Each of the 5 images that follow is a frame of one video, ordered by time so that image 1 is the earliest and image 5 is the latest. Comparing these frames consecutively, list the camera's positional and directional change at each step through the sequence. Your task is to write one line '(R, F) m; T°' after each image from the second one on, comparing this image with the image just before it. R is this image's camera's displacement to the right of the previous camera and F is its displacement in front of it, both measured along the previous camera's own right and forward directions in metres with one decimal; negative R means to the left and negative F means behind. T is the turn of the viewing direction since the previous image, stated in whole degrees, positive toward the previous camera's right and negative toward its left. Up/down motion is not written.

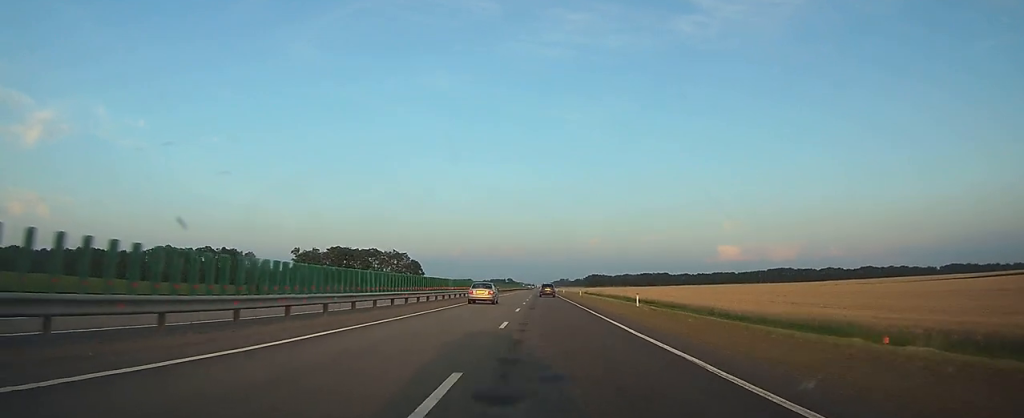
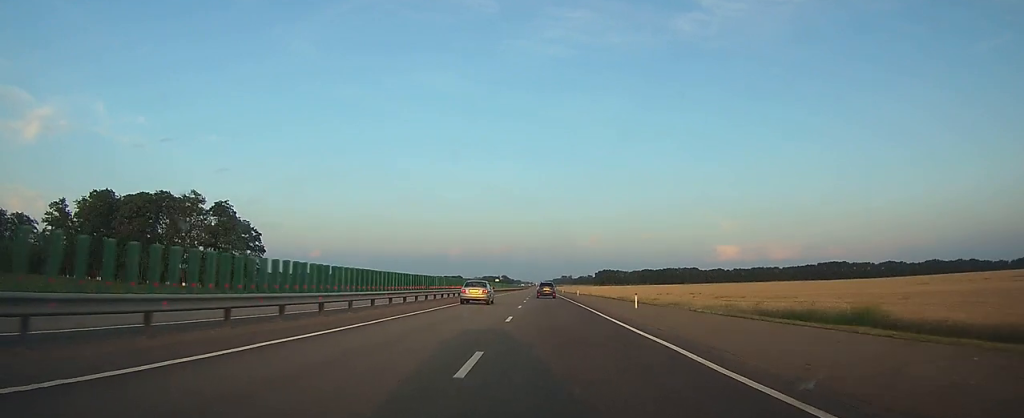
(+0.8, +152.5) m; 0°
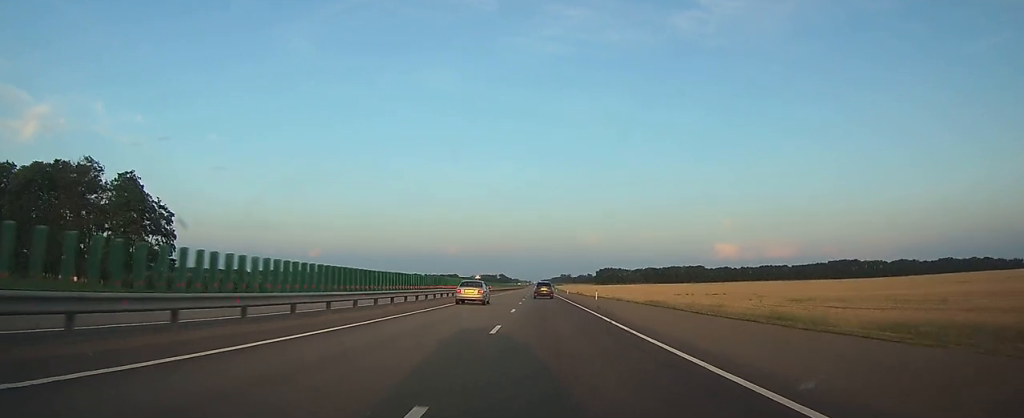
(+0.1, +28.9) m; 0°
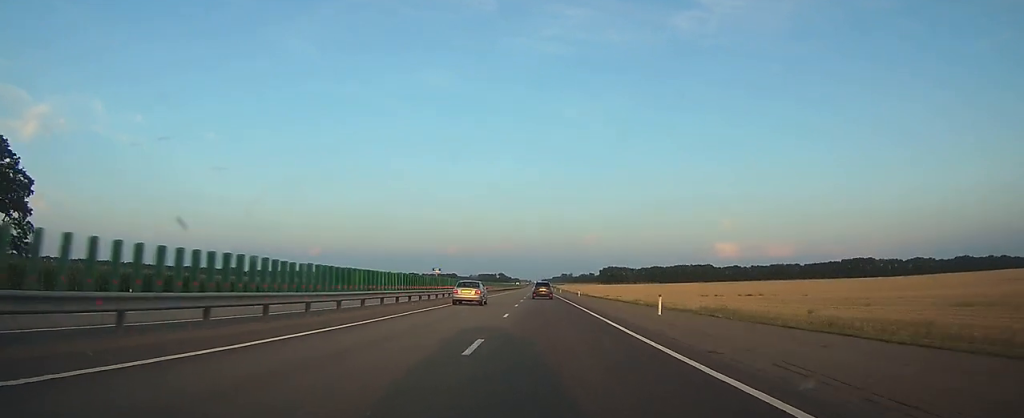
(0.0, +28.7) m; 0°
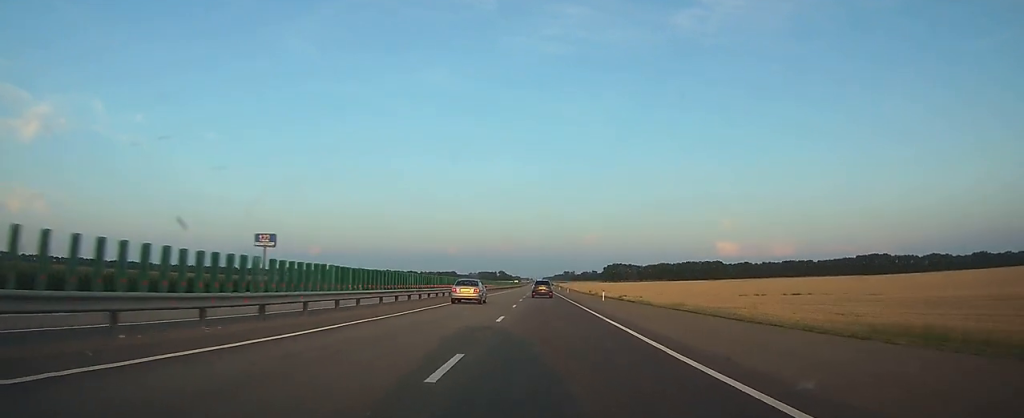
(0.0, +27.4) m; 0°
